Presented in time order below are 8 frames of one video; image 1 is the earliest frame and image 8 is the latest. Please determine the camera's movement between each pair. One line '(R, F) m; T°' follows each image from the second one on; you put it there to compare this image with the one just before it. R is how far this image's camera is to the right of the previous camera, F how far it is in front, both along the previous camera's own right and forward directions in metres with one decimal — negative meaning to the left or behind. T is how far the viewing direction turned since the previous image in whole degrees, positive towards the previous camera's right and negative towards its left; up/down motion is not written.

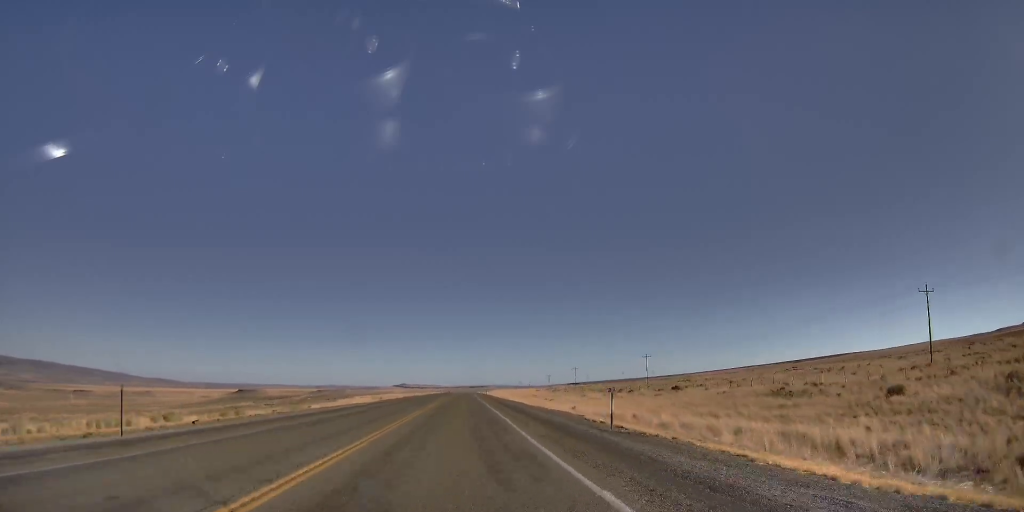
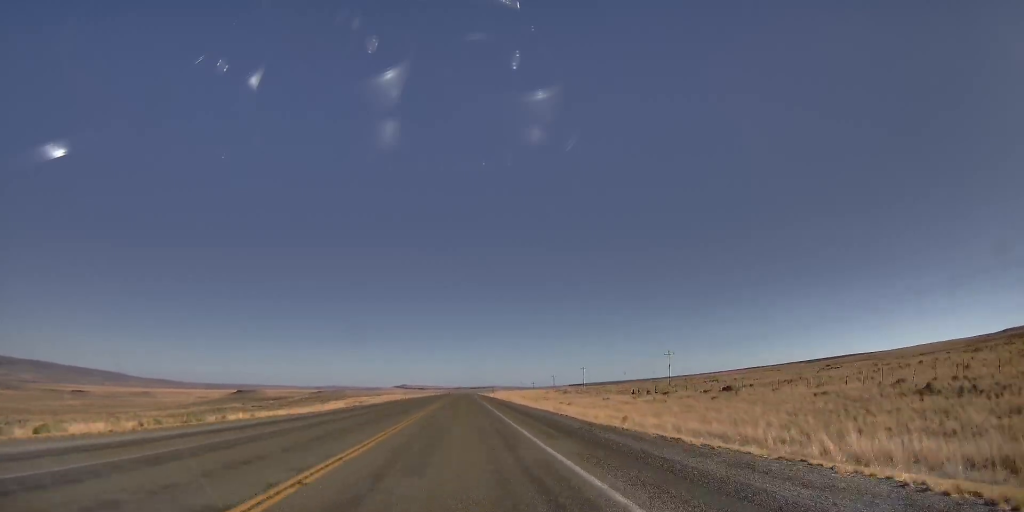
(-0.3, +16.6) m; -1°
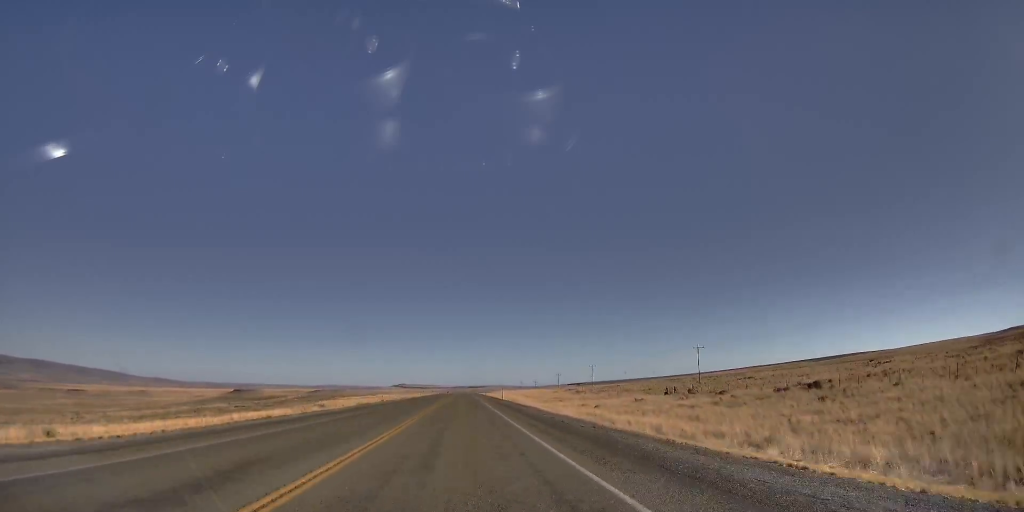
(-0.2, +18.5) m; -1°
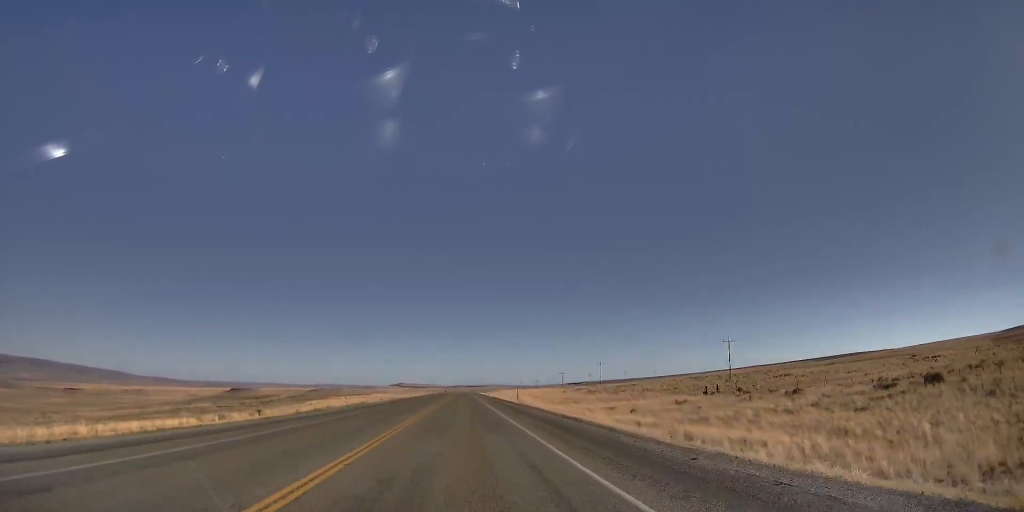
(-0.1, +17.1) m; 0°
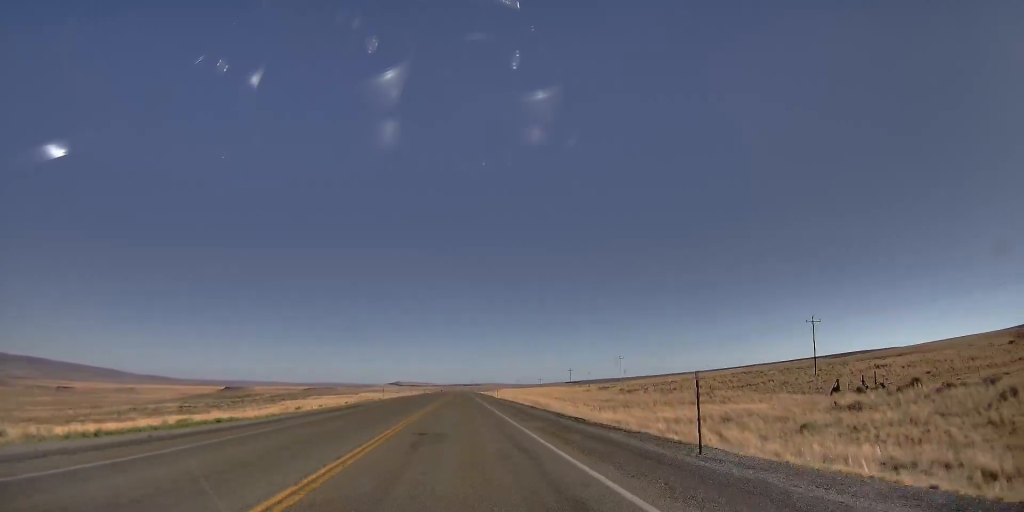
(+0.6, +39.9) m; +1°
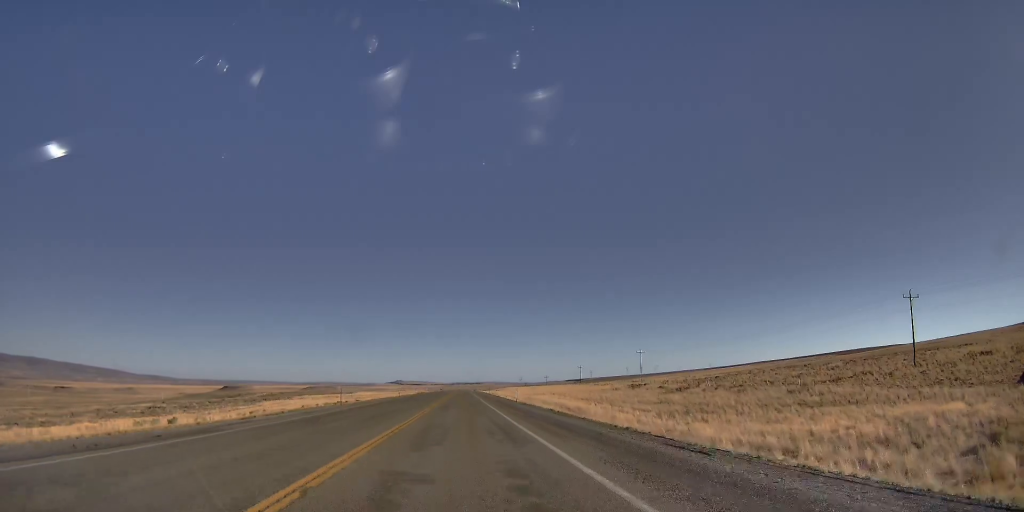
(0.0, +33.9) m; 0°
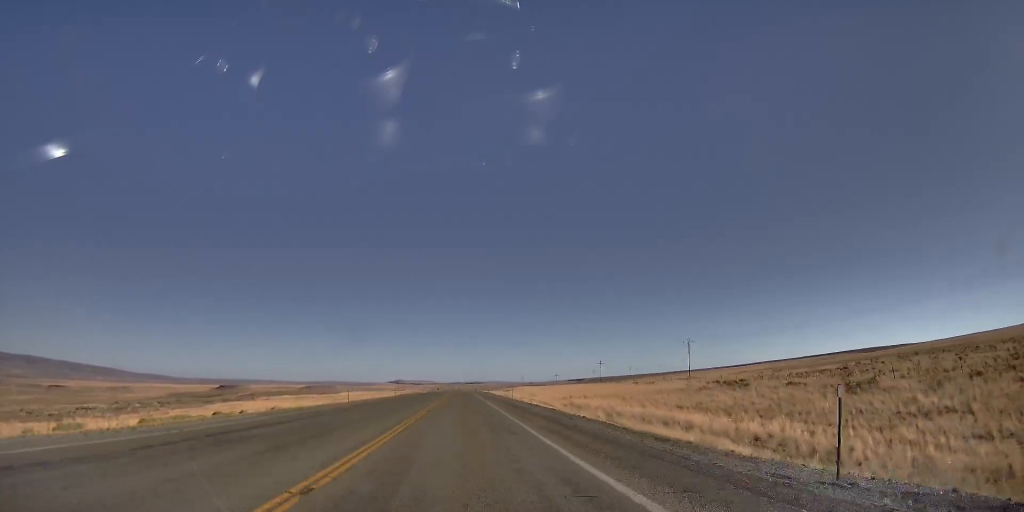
(-0.5, +57.6) m; -1°
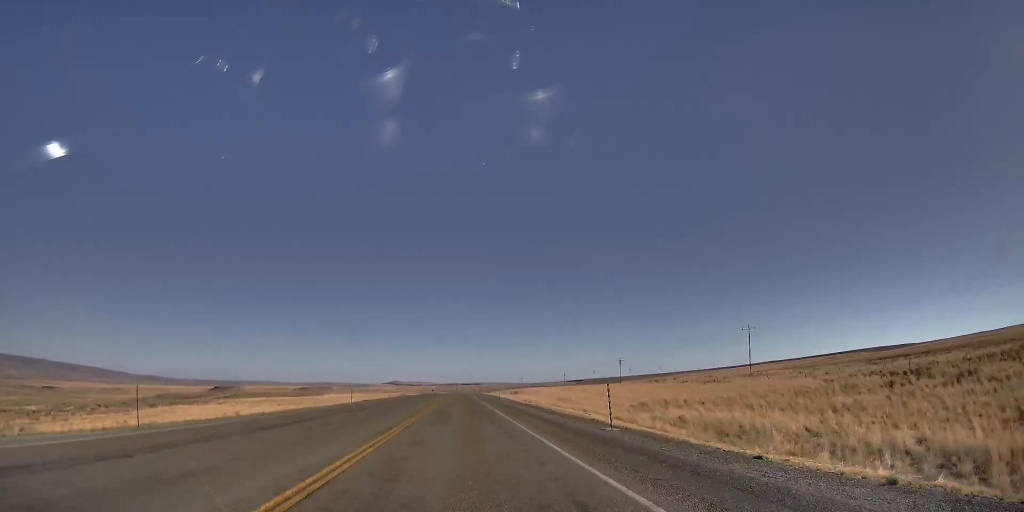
(+0.4, +41.7) m; +1°
